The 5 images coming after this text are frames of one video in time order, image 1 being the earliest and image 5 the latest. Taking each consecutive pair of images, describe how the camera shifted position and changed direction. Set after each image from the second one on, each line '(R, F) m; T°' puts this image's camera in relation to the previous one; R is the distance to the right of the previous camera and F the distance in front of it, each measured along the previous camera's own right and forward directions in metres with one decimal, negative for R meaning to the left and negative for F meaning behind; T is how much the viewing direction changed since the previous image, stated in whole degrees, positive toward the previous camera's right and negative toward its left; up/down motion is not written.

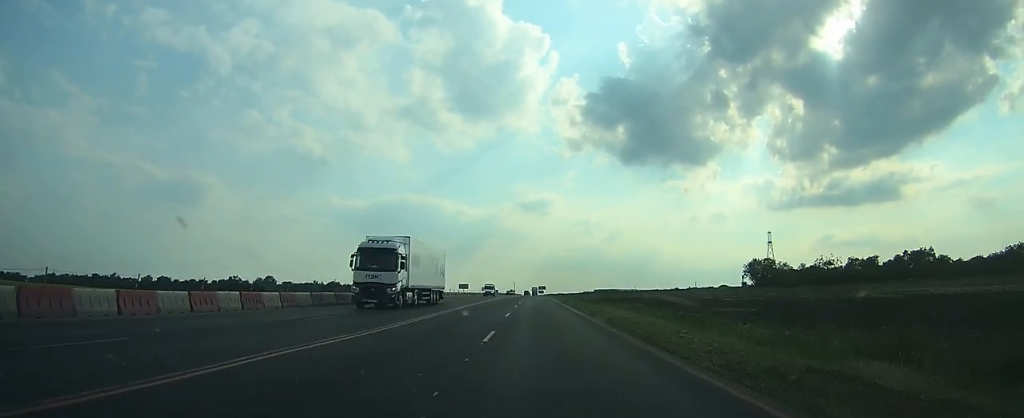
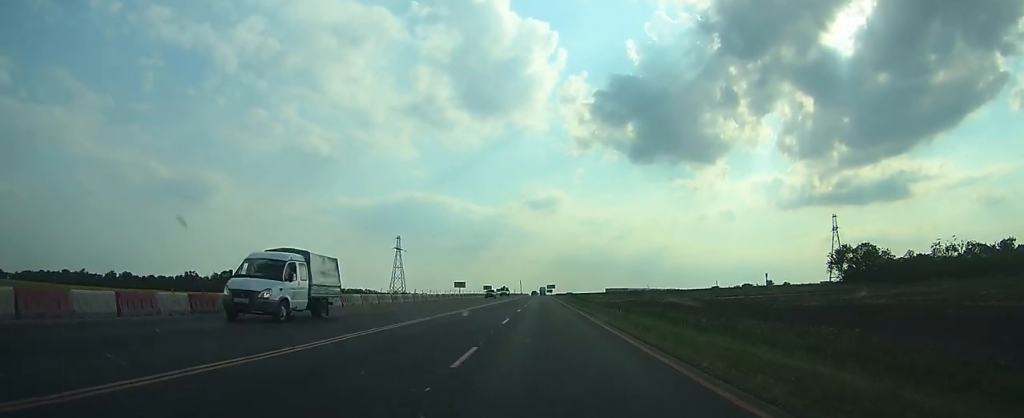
(+0.2, +51.9) m; 0°
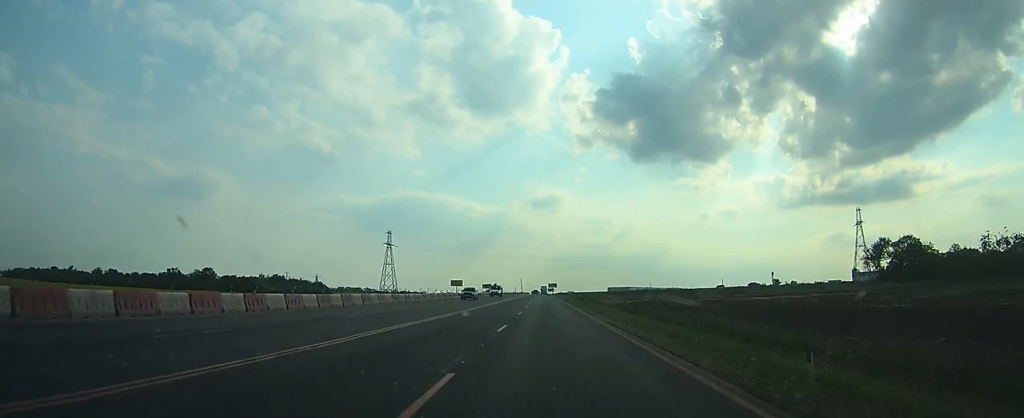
(0.0, +15.6) m; 0°
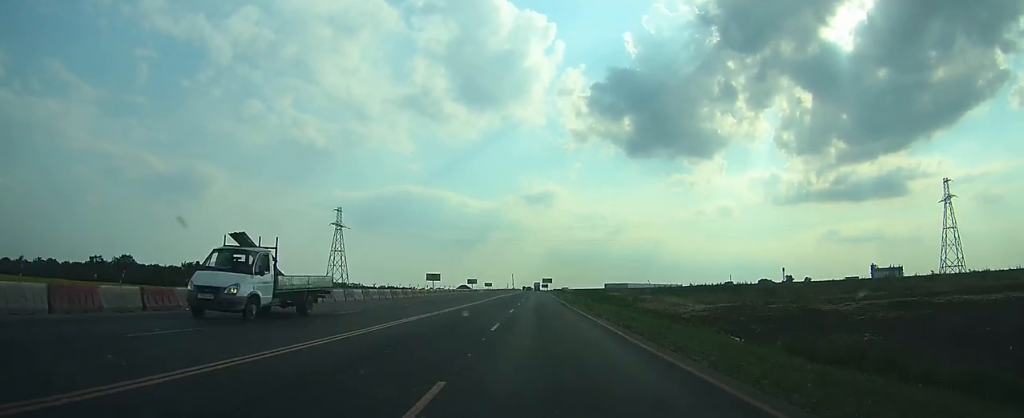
(-0.2, +48.8) m; 0°
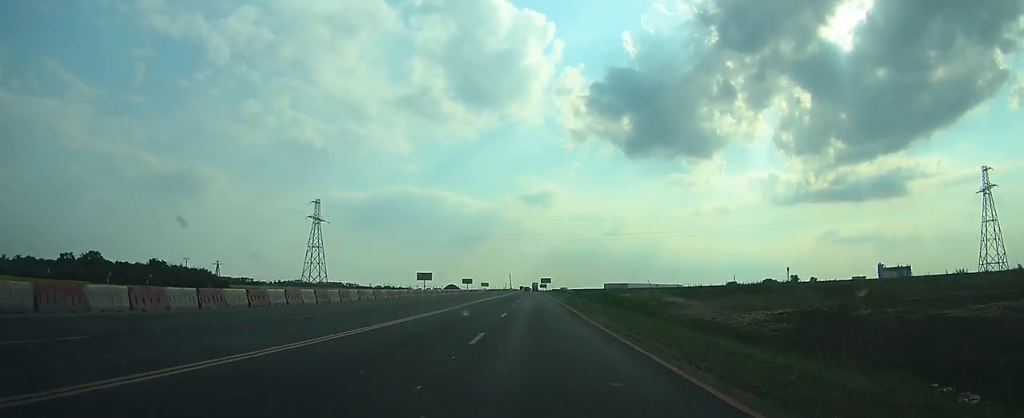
(0.0, +15.8) m; 0°
